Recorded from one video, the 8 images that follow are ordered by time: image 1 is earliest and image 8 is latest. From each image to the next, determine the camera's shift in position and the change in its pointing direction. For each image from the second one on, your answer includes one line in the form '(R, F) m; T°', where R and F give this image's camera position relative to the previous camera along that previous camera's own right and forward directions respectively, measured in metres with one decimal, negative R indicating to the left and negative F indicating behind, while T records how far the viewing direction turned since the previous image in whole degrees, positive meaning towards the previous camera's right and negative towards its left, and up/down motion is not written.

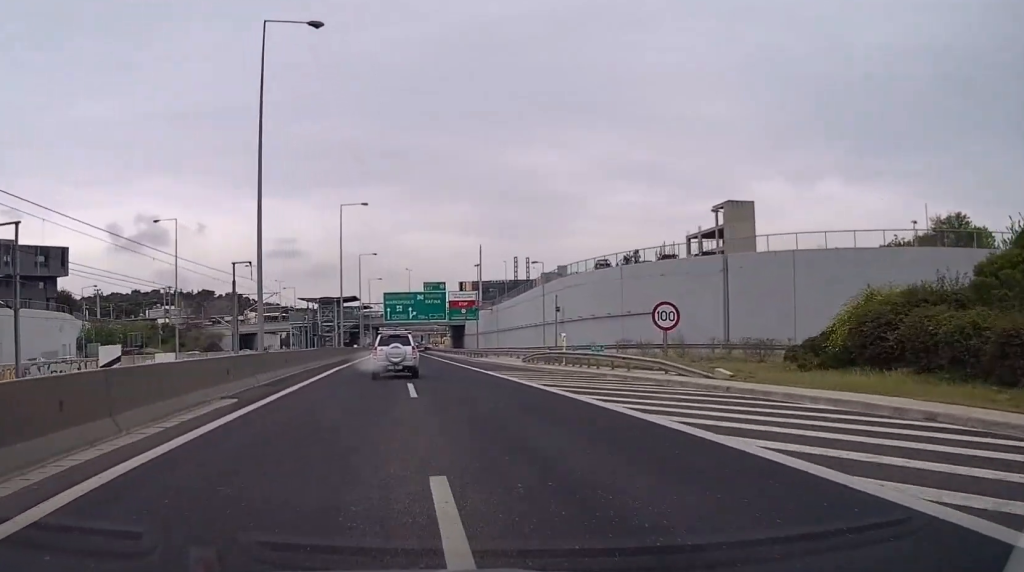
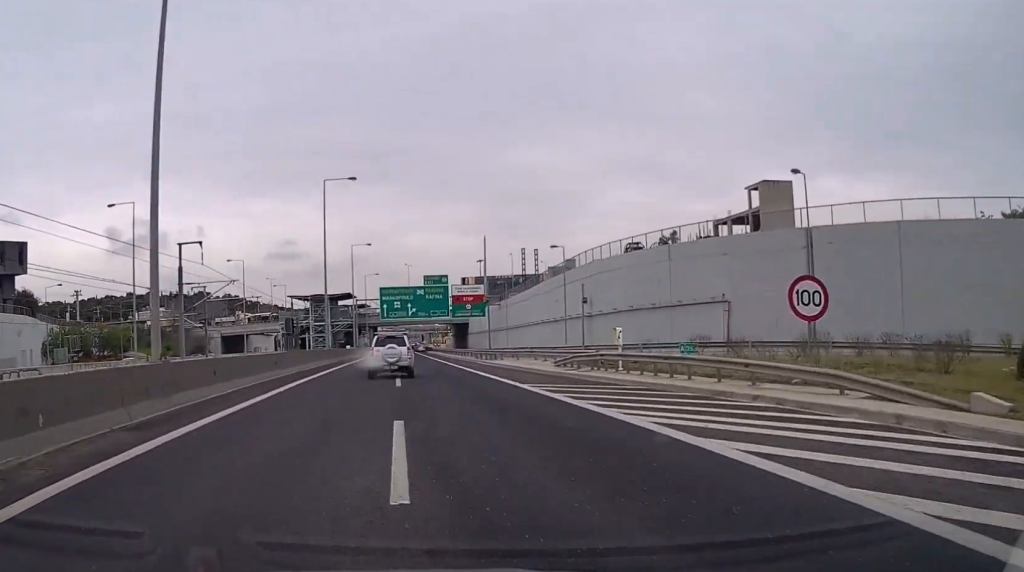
(-0.1, +12.0) m; 0°
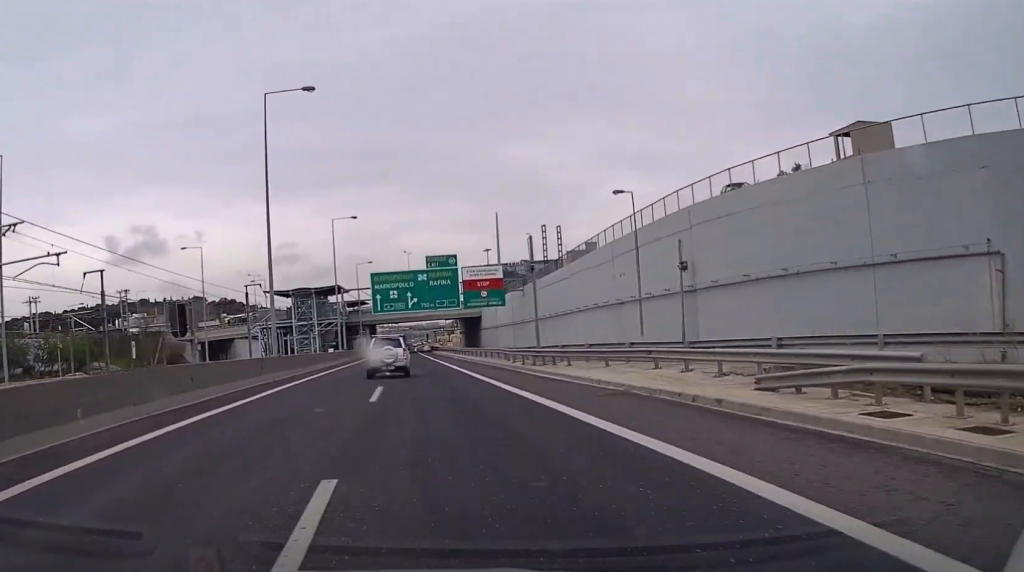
(0.0, +23.9) m; 0°
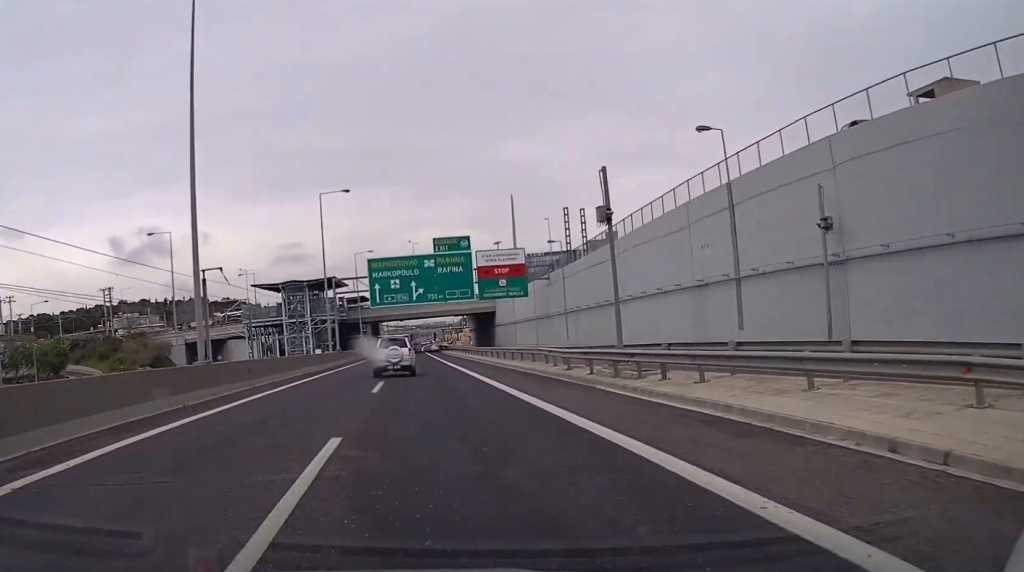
(0.0, +14.9) m; 0°
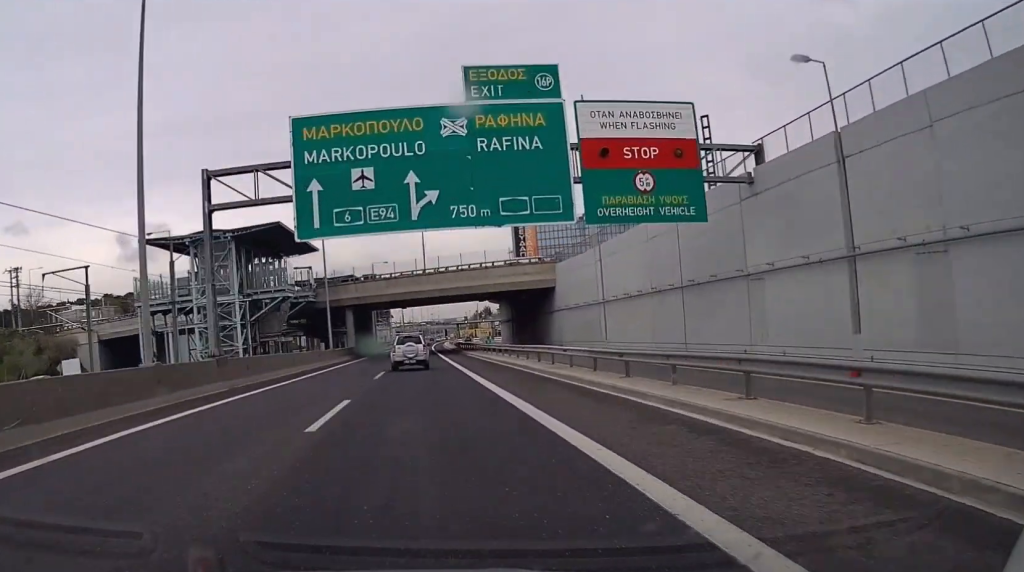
(-0.2, +46.6) m; -1°
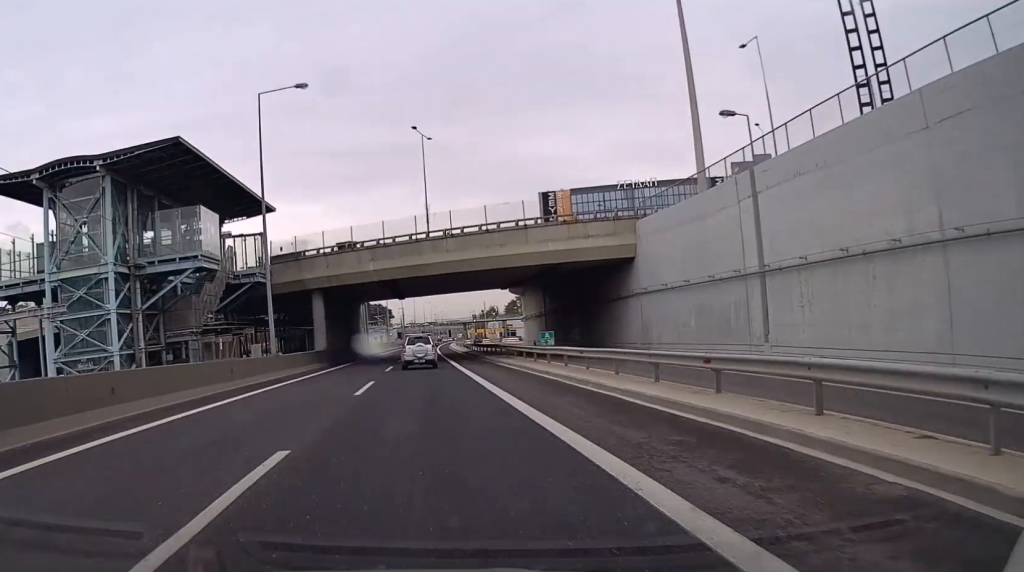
(-0.3, +28.8) m; -1°
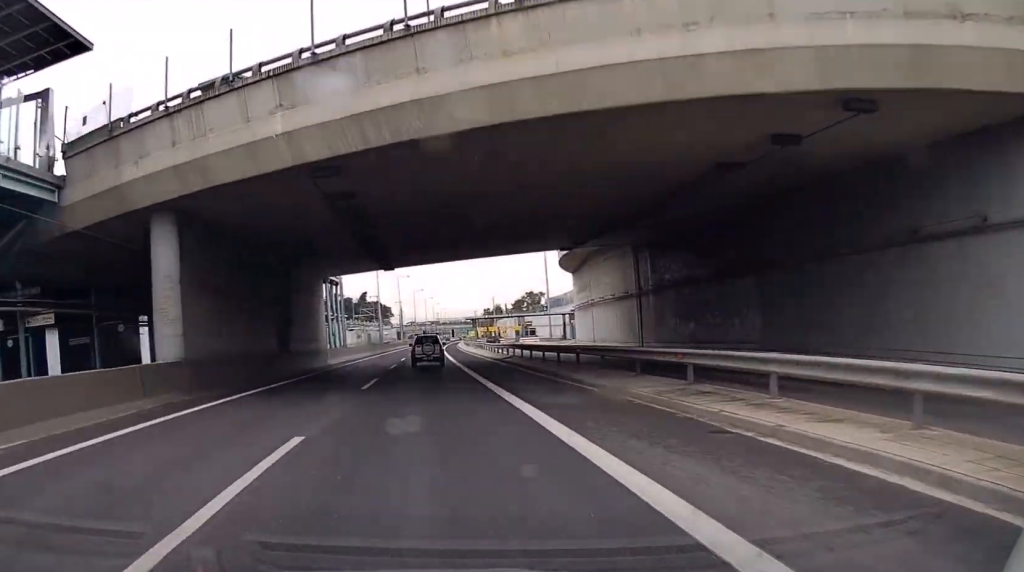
(-0.1, +34.6) m; 0°
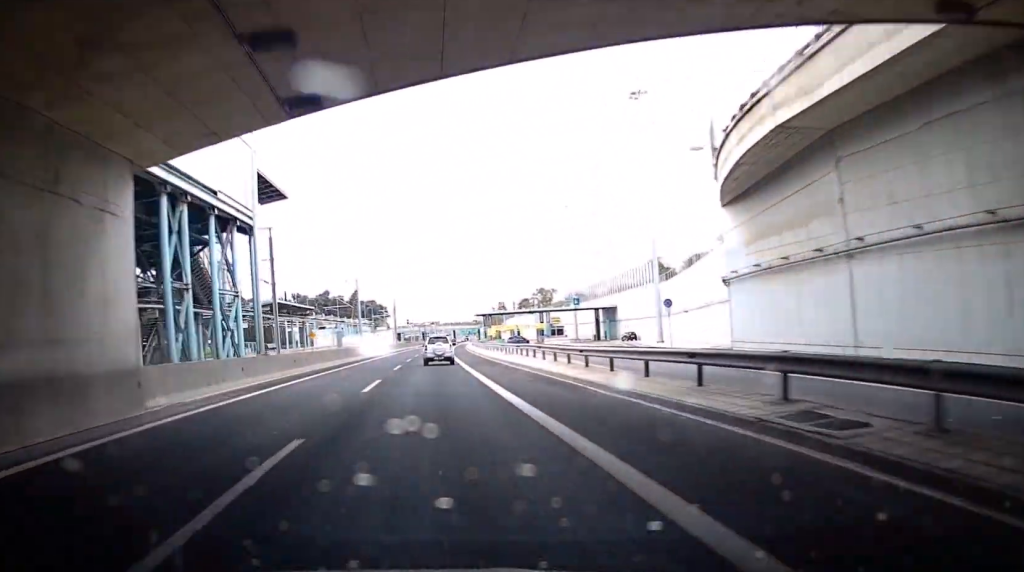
(+0.3, +36.5) m; 0°
